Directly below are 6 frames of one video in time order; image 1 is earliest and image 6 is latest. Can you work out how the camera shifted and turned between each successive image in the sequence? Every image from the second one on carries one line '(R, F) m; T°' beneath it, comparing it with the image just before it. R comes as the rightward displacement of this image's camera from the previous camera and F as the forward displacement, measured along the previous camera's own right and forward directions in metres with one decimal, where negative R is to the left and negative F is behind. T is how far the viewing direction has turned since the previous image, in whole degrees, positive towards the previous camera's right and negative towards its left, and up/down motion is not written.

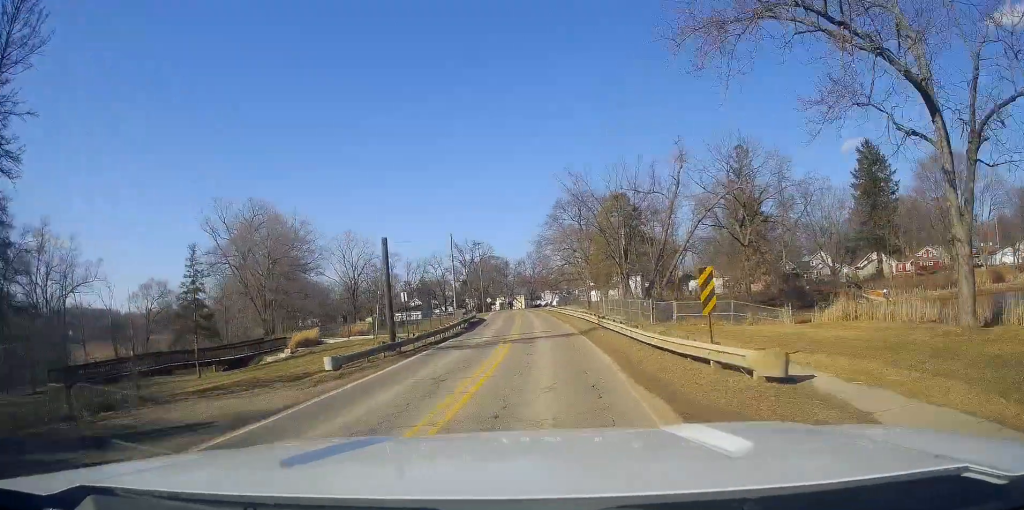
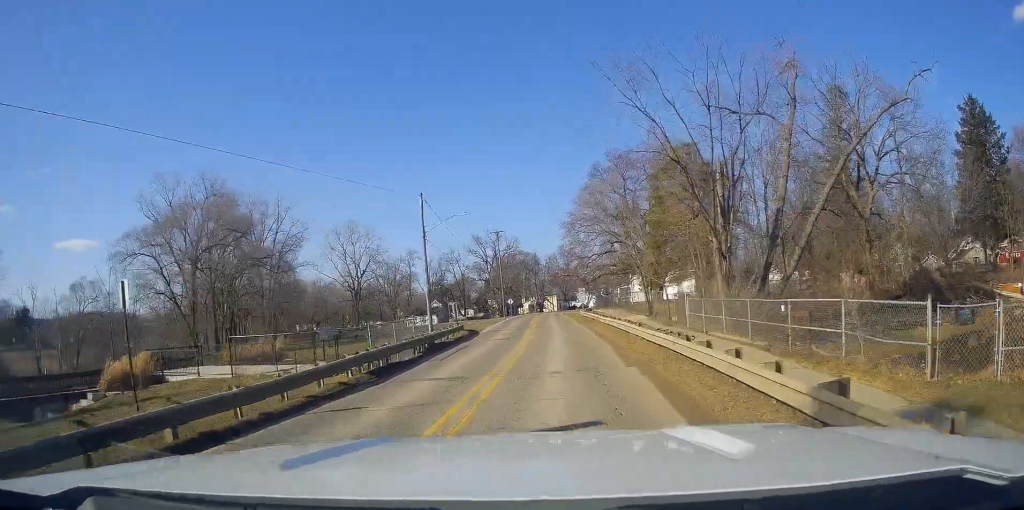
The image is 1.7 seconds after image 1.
(-0.2, +22.1) m; -4°
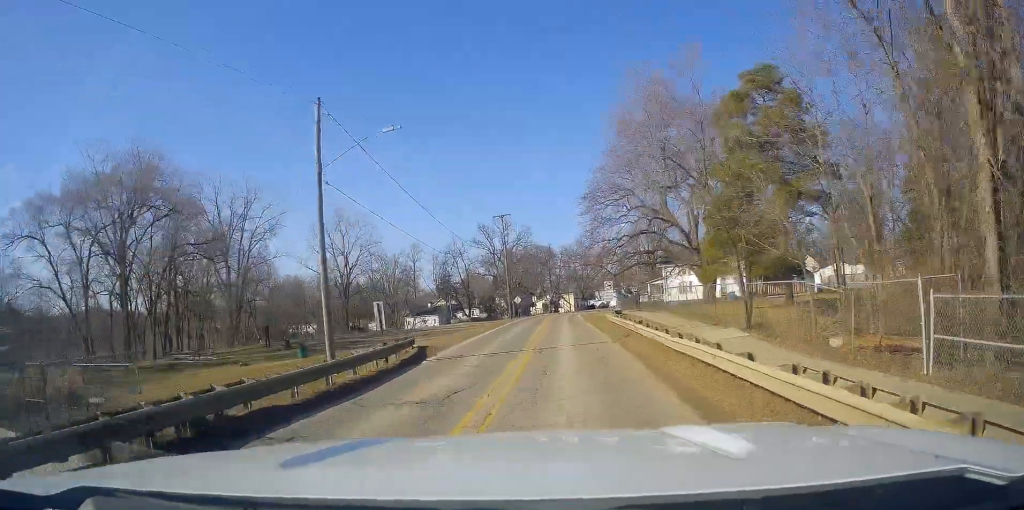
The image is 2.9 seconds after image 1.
(-0.8, +18.0) m; -3°
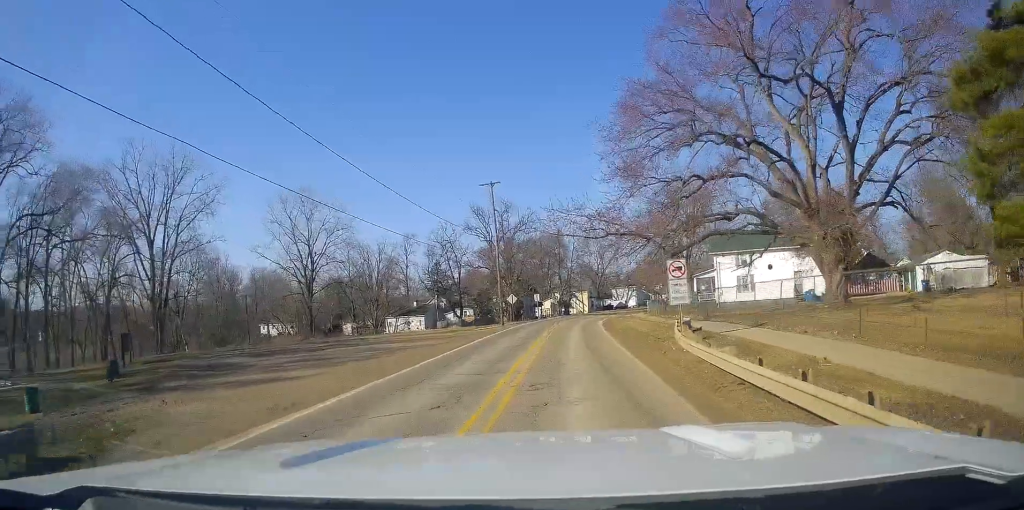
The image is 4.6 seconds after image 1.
(-0.3, +23.9) m; -1°
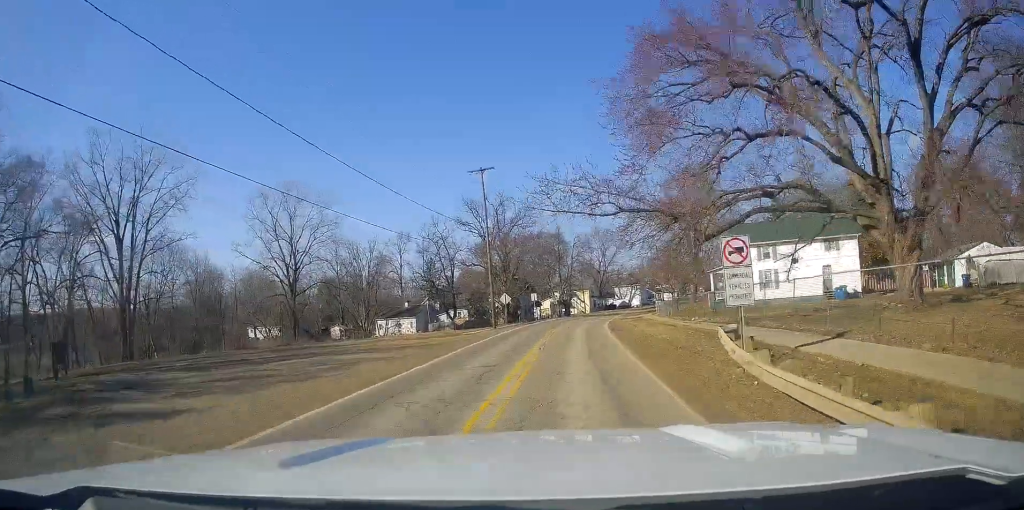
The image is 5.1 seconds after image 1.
(0.0, +6.5) m; 0°
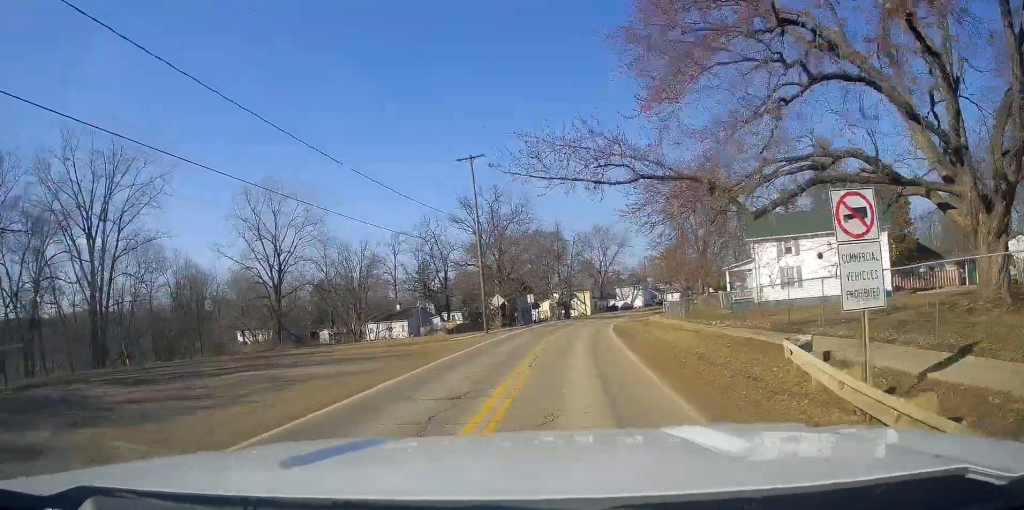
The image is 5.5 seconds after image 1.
(0.0, +5.2) m; 0°
